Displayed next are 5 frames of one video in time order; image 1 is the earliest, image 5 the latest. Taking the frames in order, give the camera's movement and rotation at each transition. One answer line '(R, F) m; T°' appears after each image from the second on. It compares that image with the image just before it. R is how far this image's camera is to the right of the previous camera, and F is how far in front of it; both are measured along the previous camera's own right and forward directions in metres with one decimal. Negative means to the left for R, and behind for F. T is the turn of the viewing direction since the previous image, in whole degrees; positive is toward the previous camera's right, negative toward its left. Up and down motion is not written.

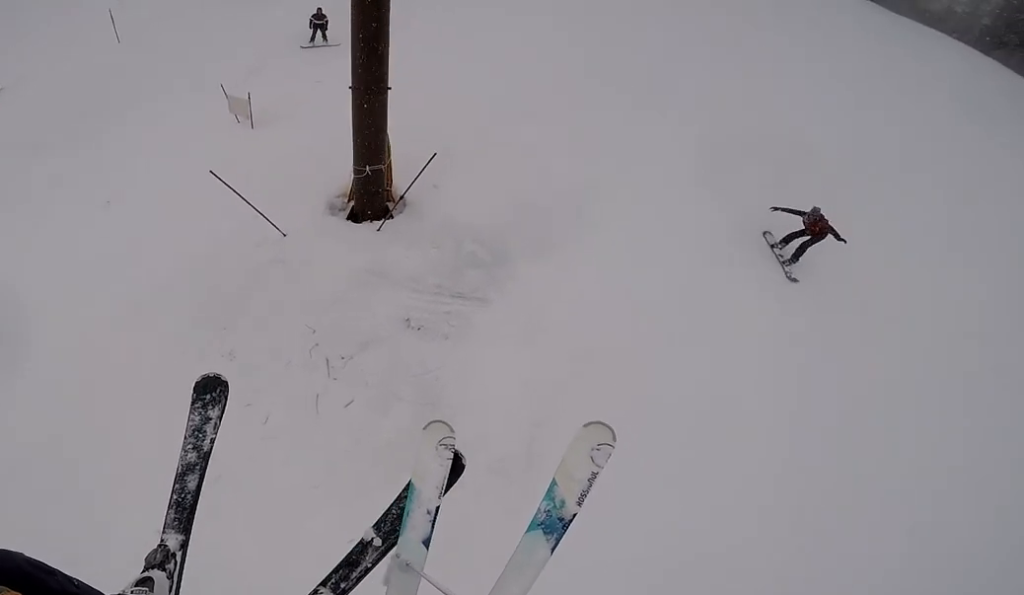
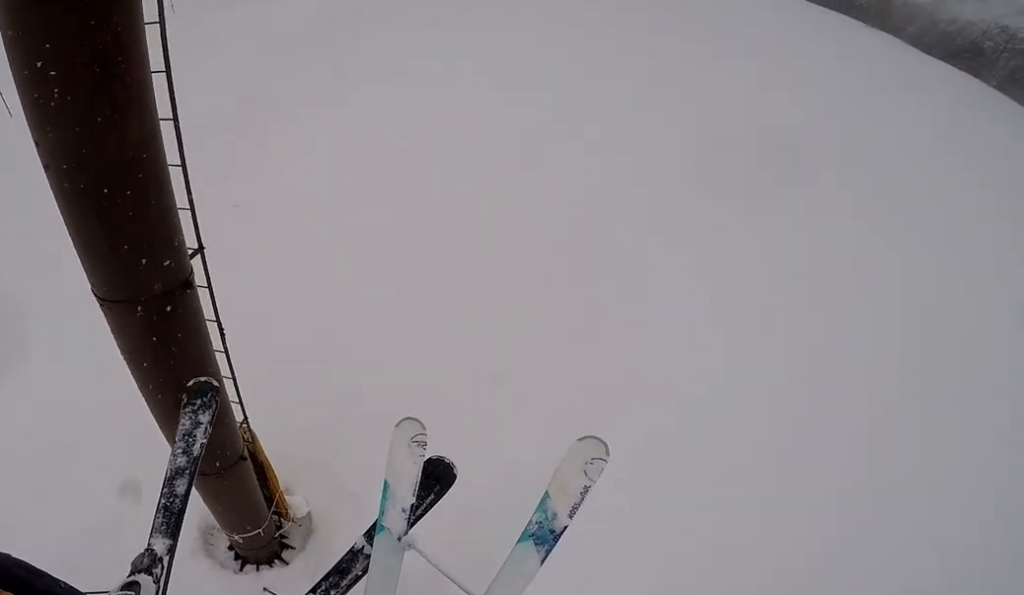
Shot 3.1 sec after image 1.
(0.0, +5.6) m; 0°
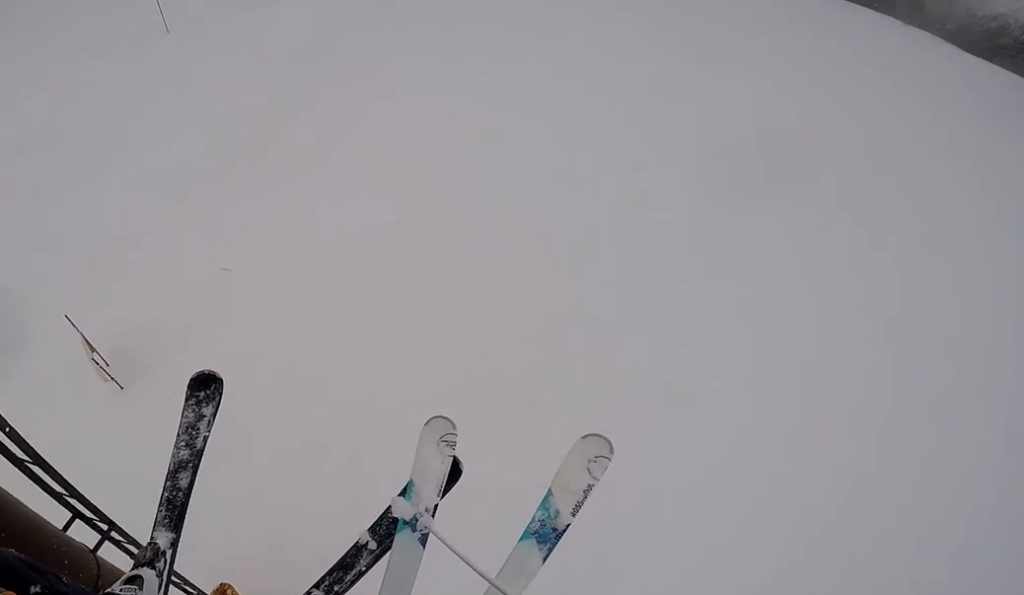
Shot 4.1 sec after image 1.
(0.0, +2.0) m; 0°
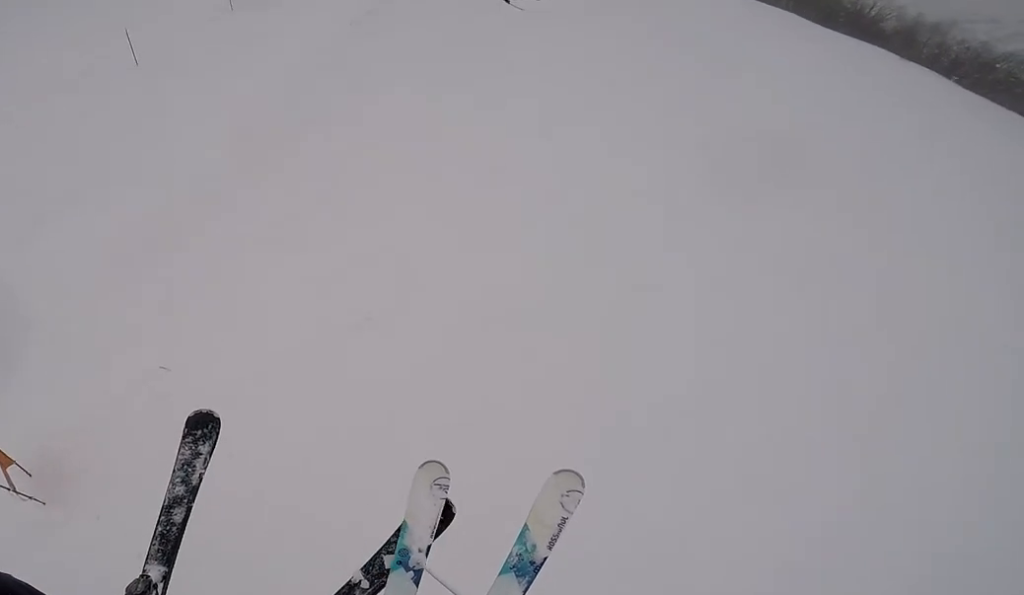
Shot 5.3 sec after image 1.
(0.0, +2.2) m; 0°
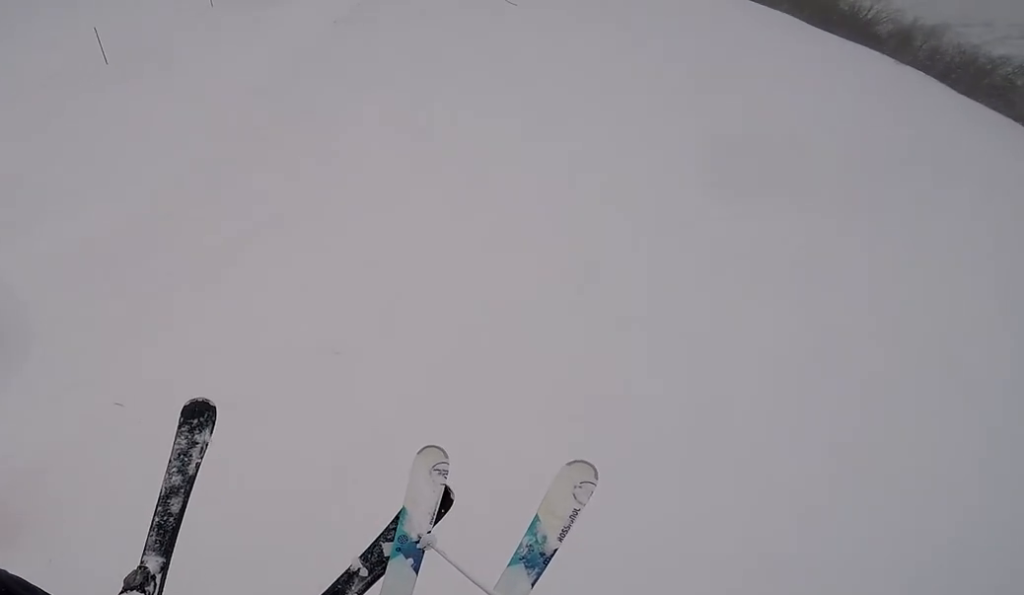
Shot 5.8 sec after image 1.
(0.0, +1.0) m; 0°
